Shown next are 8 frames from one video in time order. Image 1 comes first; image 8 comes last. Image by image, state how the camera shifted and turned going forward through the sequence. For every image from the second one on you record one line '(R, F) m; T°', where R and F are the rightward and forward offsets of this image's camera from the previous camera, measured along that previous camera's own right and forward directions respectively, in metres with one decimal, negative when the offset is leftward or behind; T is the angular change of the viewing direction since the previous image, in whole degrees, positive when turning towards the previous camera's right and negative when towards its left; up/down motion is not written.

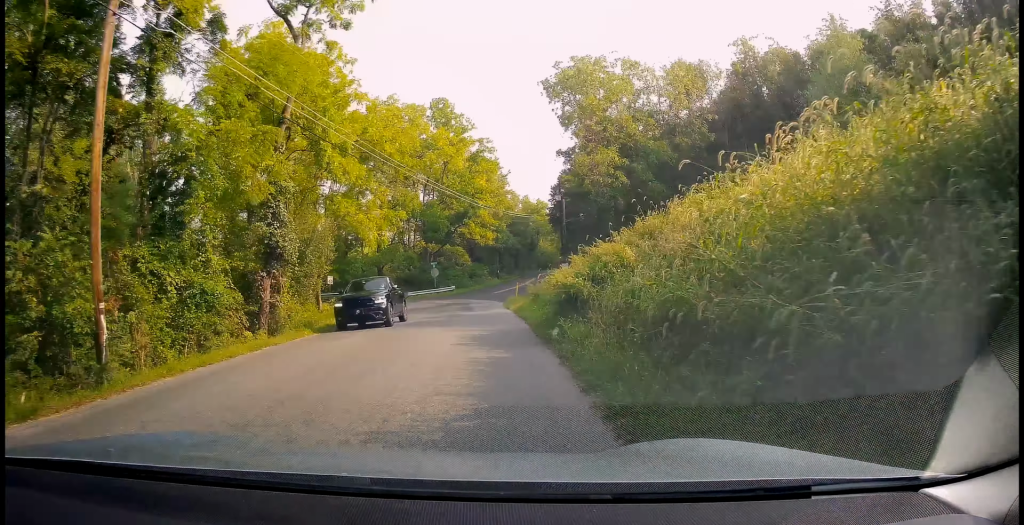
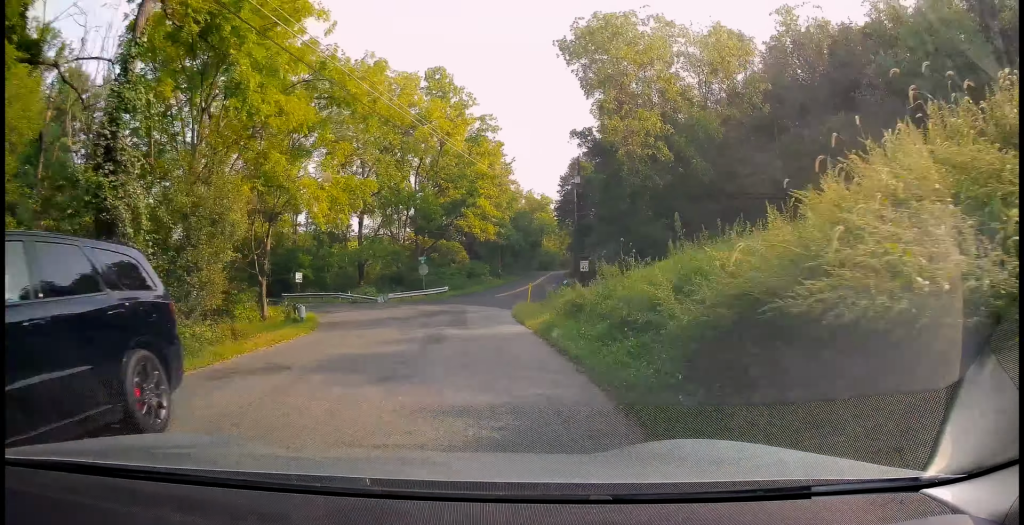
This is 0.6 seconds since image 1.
(+0.3, +11.9) m; 0°
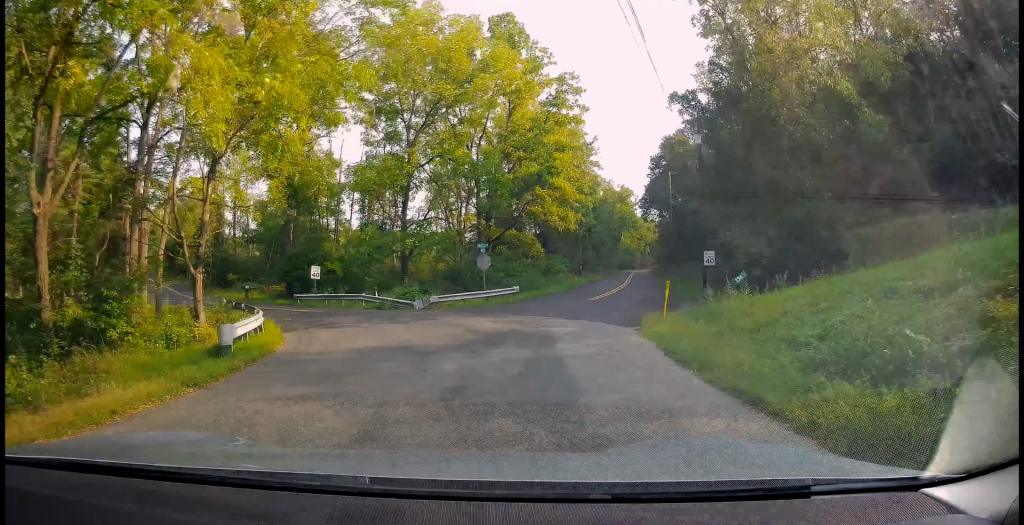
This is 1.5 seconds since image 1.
(+0.2, +14.5) m; -5°
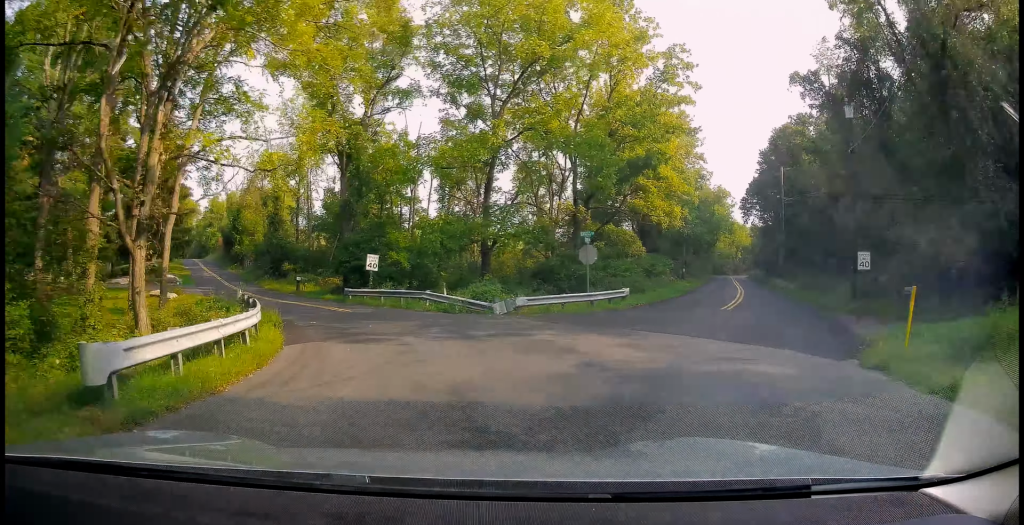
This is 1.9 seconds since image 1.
(-0.8, +7.1) m; -6°
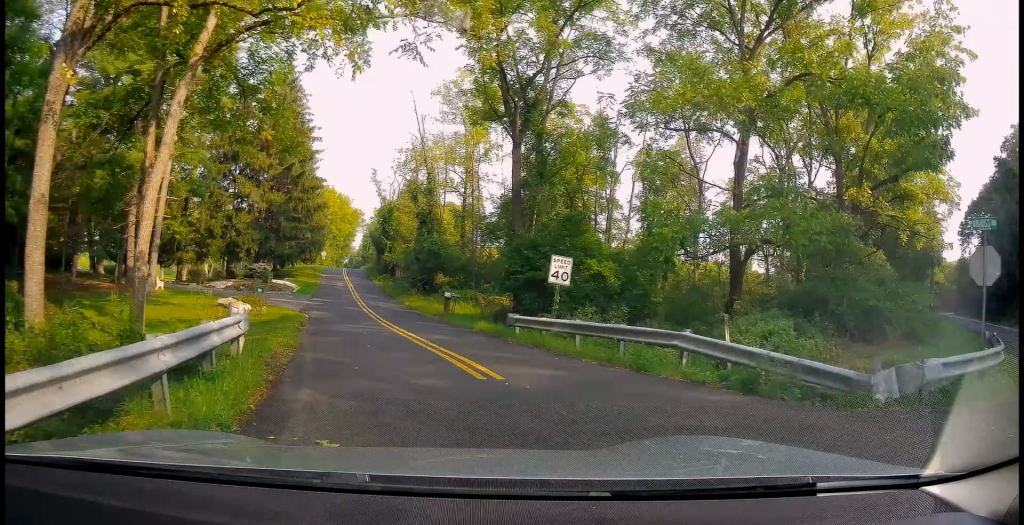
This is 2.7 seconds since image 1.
(-1.0, +12.2) m; -10°
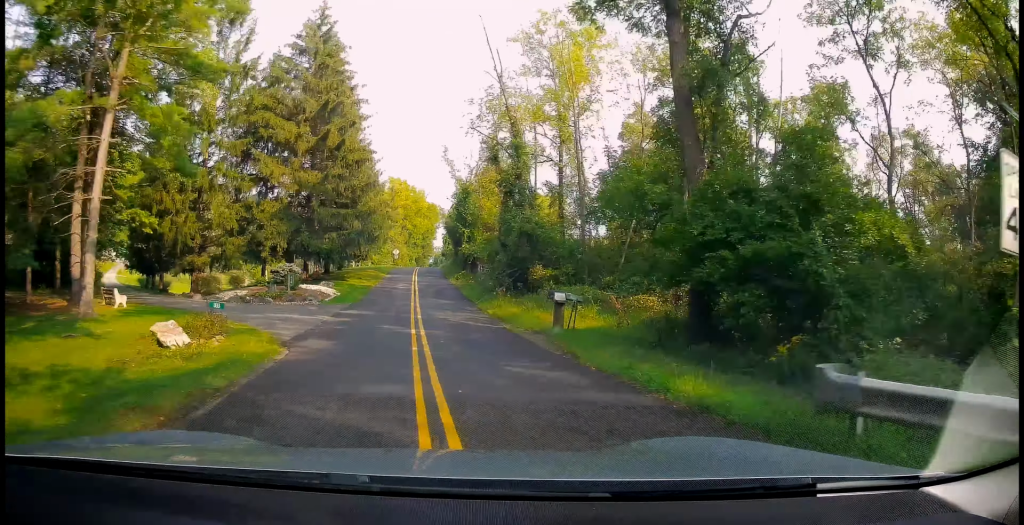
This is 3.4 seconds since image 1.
(-0.2, +10.3) m; -9°
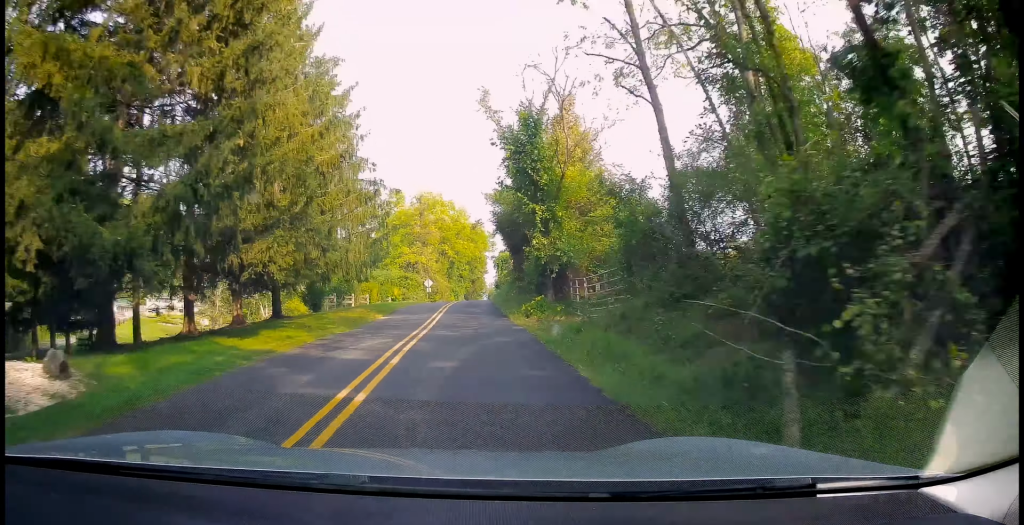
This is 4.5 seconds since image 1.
(-2.6, +22.3) m; -7°
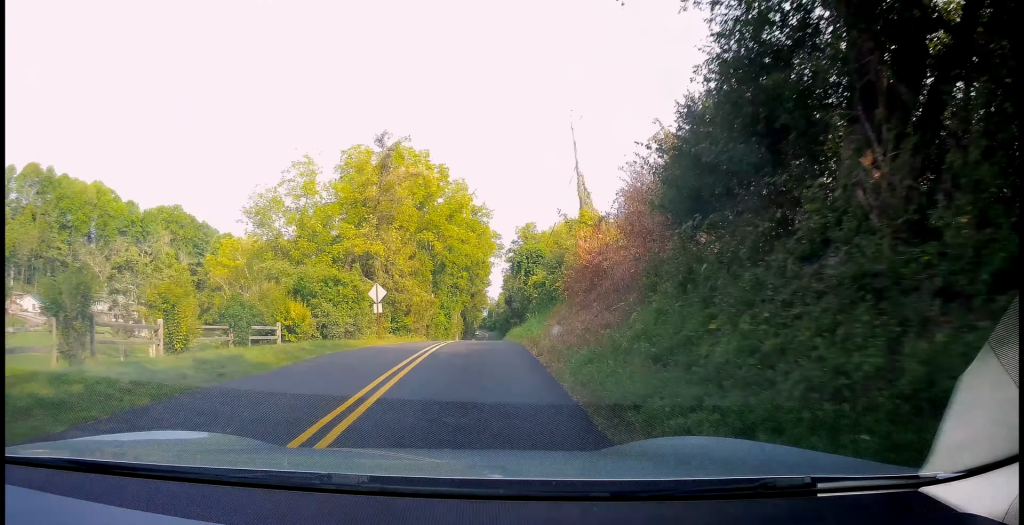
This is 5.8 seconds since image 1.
(-0.1, +31.4) m; 0°
